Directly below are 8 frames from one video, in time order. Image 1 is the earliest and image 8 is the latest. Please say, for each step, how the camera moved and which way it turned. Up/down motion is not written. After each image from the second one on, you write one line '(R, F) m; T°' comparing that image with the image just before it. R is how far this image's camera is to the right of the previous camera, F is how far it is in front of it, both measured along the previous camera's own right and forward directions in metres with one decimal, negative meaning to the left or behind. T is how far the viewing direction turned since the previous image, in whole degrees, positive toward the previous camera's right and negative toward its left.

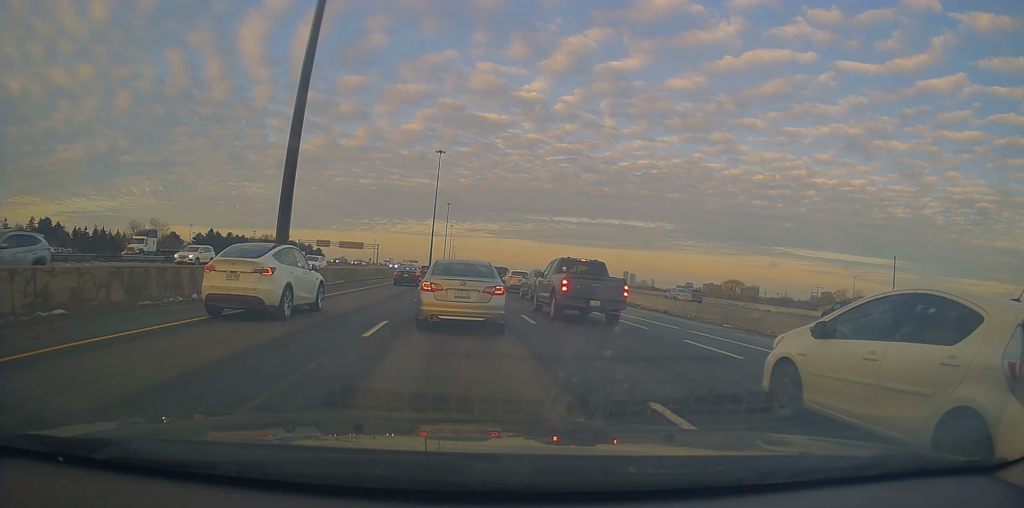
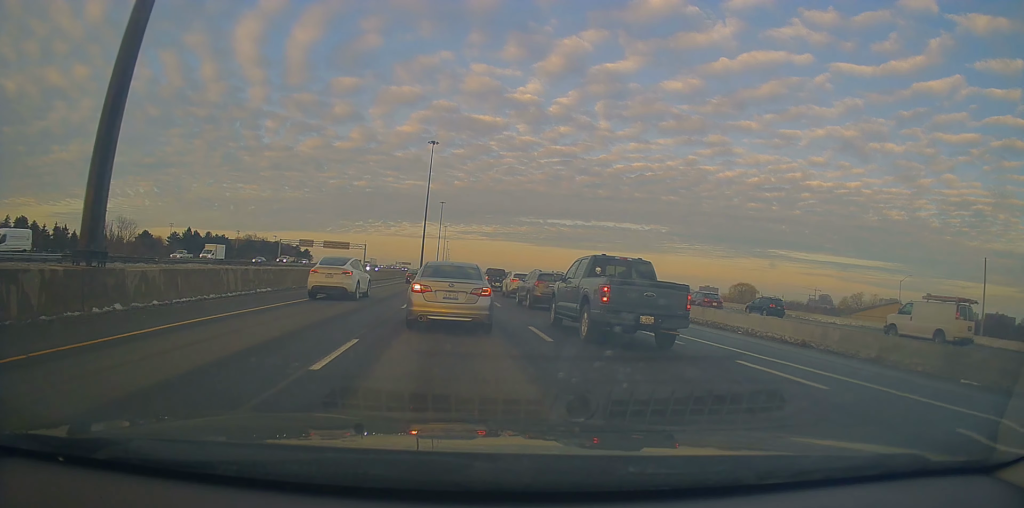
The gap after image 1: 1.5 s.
(-0.4, +15.7) m; -2°
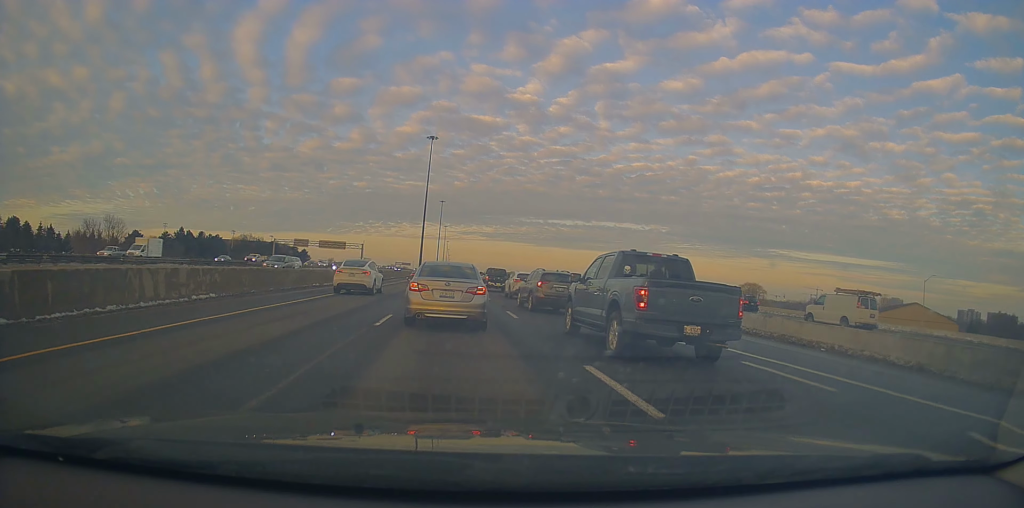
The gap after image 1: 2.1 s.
(0.0, +6.2) m; 0°
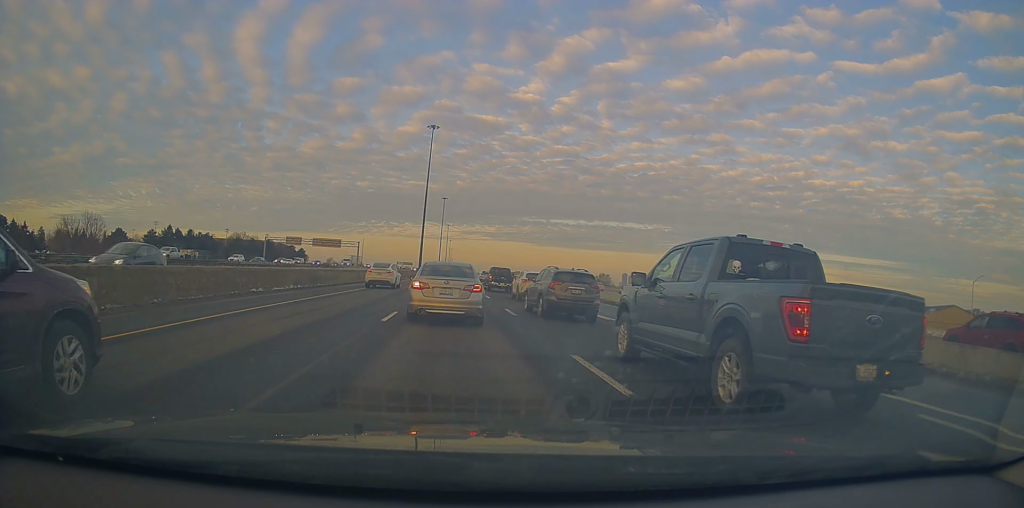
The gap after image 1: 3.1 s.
(0.0, +10.8) m; +1°
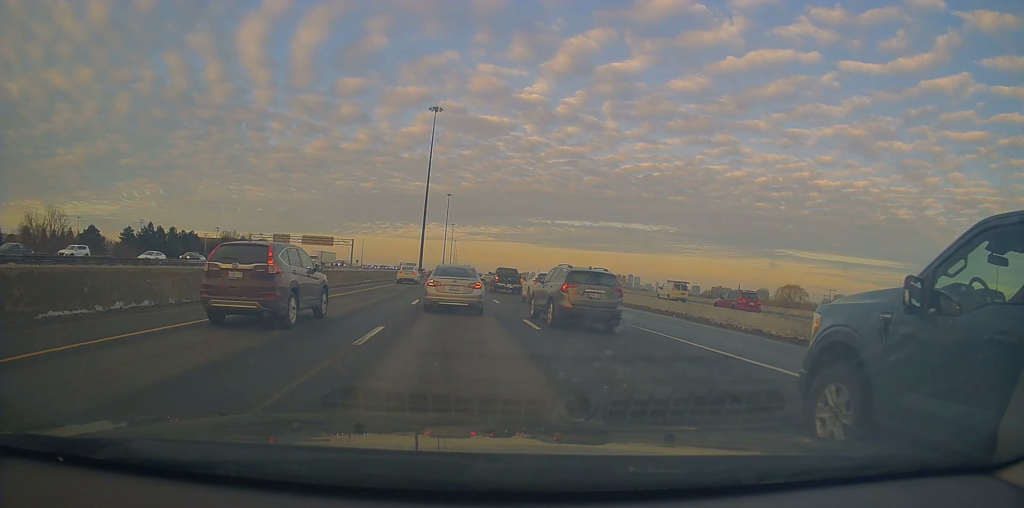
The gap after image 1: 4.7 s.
(+0.5, +16.6) m; +2°
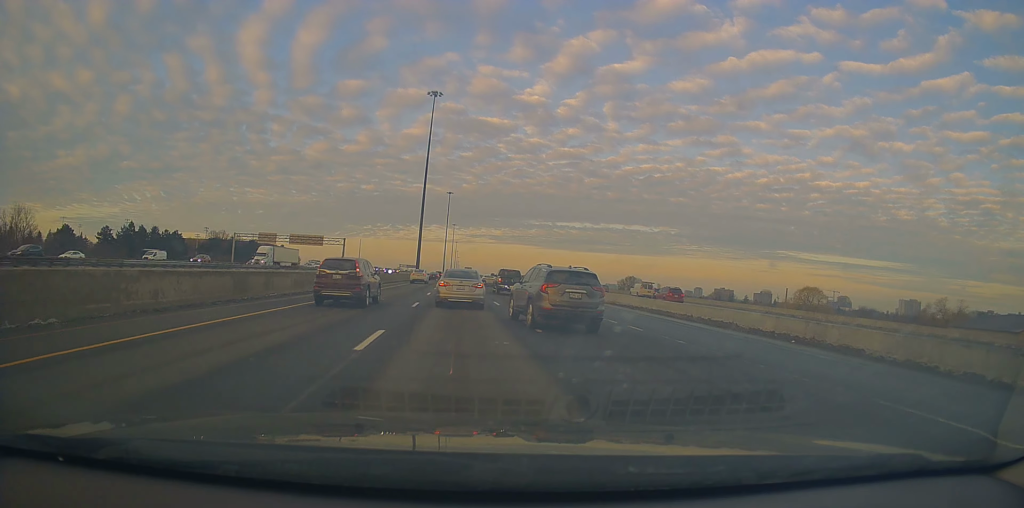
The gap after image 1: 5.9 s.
(-0.2, +12.2) m; -4°
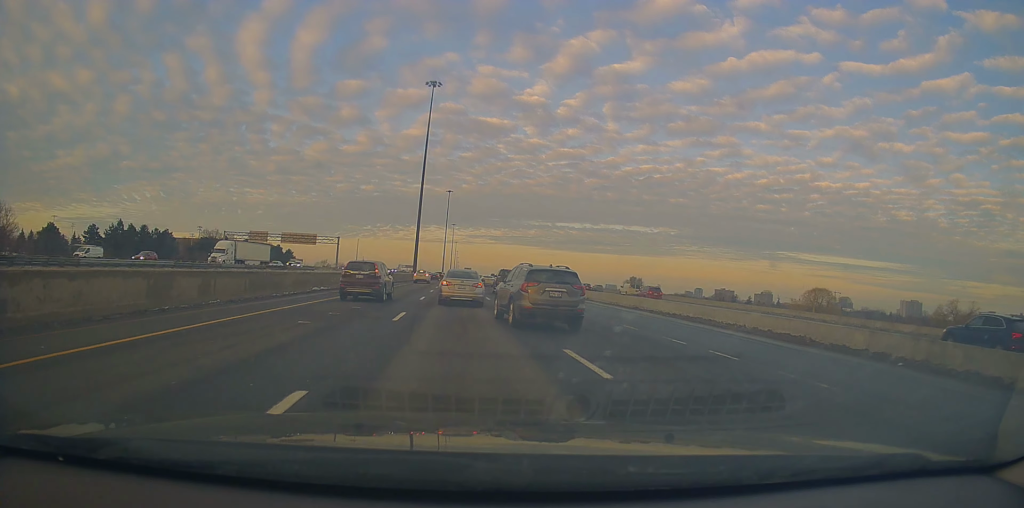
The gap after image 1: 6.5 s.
(-0.2, +6.0) m; -1°
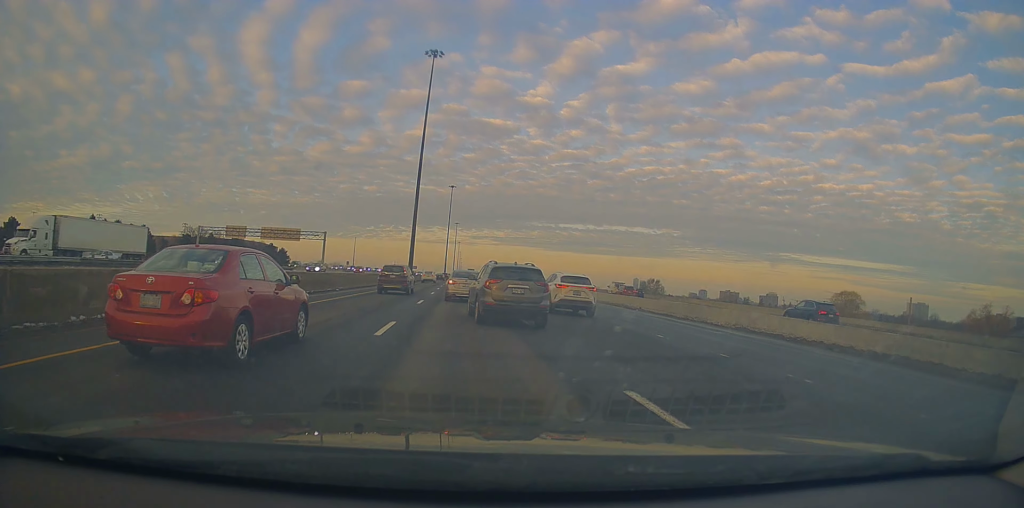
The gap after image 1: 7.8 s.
(+0.4, +15.0) m; +3°
